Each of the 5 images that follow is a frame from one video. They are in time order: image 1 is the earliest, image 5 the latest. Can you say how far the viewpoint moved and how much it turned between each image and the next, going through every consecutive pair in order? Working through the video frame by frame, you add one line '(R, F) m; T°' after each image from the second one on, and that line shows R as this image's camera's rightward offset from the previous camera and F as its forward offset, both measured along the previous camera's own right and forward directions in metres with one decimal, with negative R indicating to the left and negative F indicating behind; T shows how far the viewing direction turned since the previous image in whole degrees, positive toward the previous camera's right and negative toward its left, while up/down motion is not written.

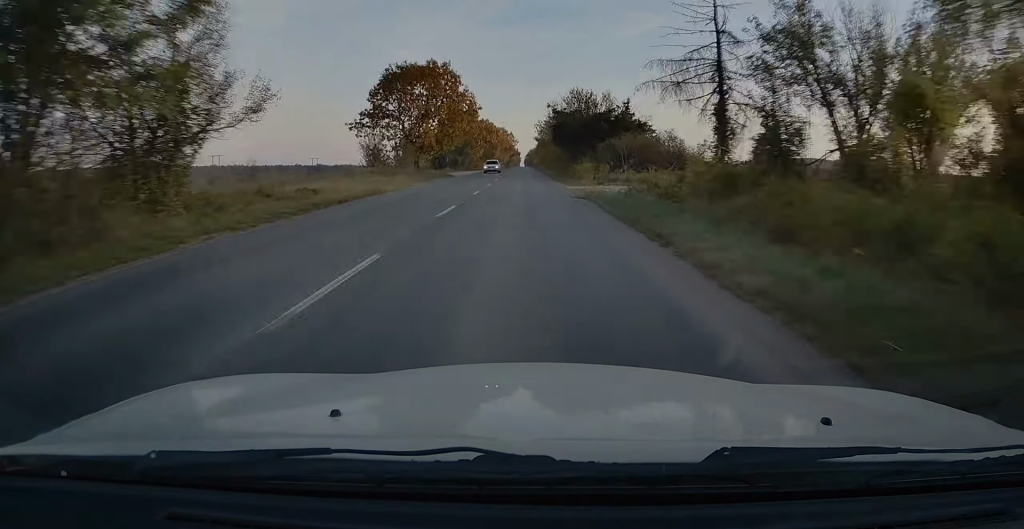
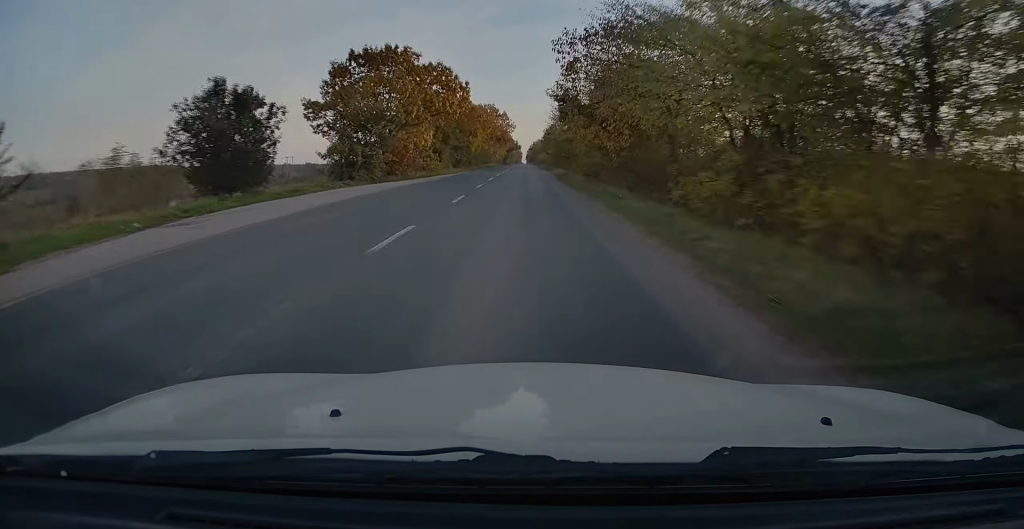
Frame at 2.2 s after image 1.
(-0.3, +59.4) m; -1°
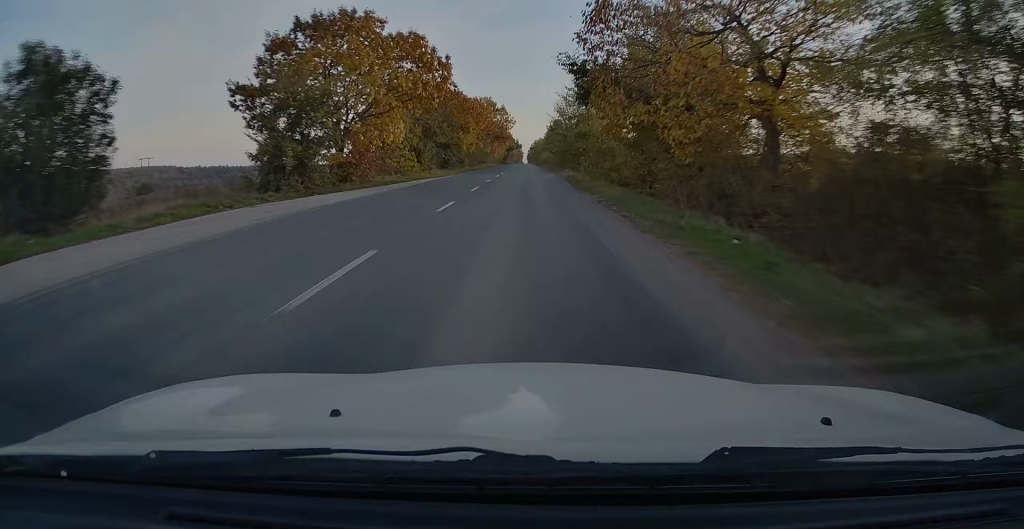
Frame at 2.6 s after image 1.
(-0.1, +12.0) m; 0°
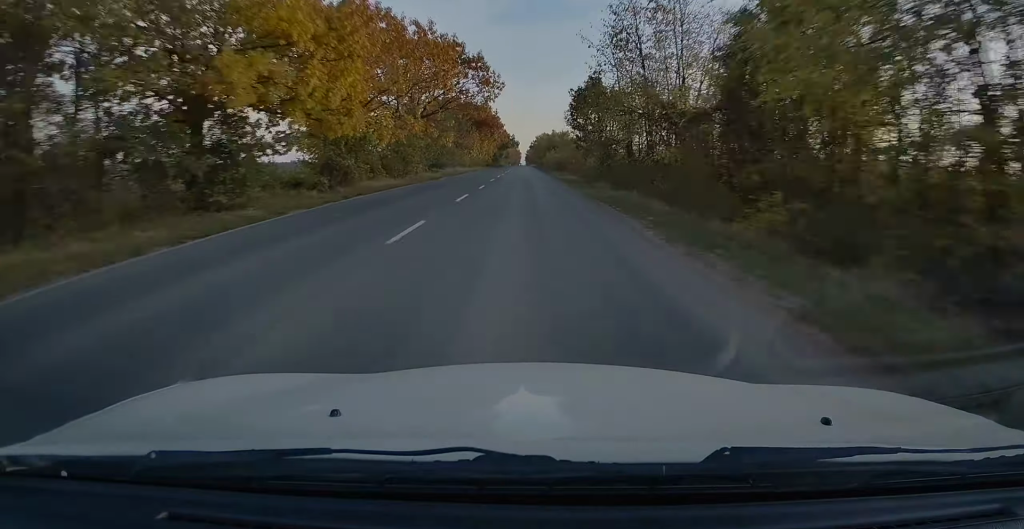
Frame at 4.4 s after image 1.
(+0.3, +49.9) m; 0°
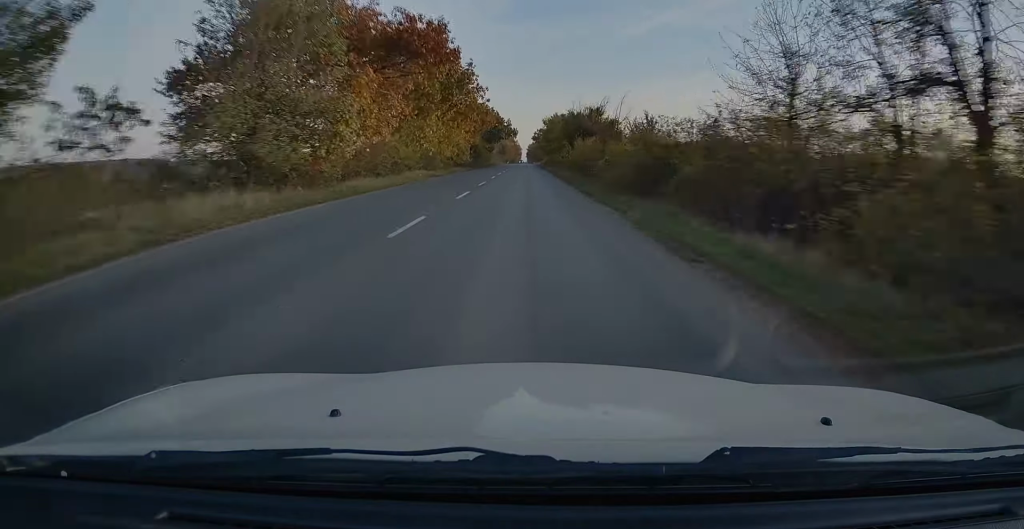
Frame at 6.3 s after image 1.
(-0.2, +53.5) m; 0°
